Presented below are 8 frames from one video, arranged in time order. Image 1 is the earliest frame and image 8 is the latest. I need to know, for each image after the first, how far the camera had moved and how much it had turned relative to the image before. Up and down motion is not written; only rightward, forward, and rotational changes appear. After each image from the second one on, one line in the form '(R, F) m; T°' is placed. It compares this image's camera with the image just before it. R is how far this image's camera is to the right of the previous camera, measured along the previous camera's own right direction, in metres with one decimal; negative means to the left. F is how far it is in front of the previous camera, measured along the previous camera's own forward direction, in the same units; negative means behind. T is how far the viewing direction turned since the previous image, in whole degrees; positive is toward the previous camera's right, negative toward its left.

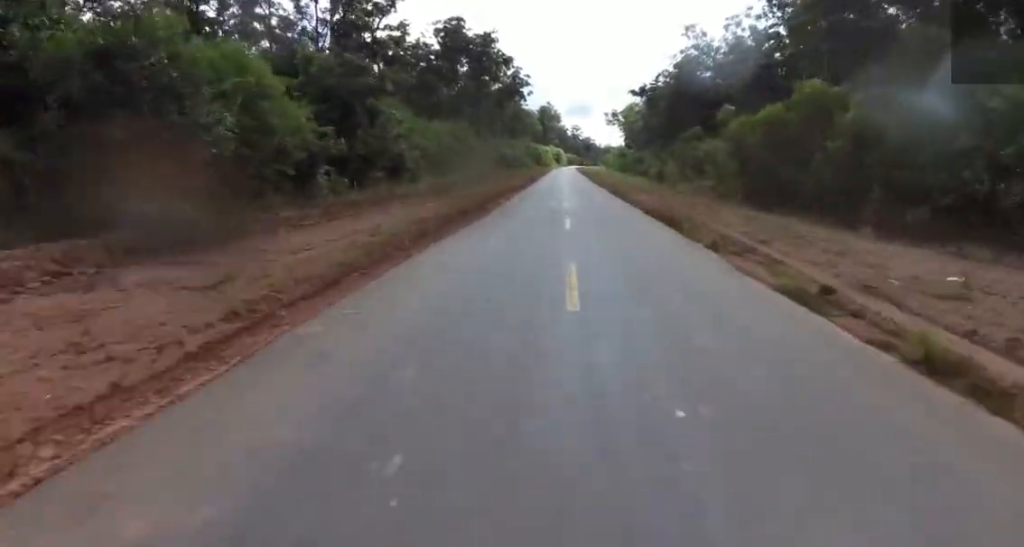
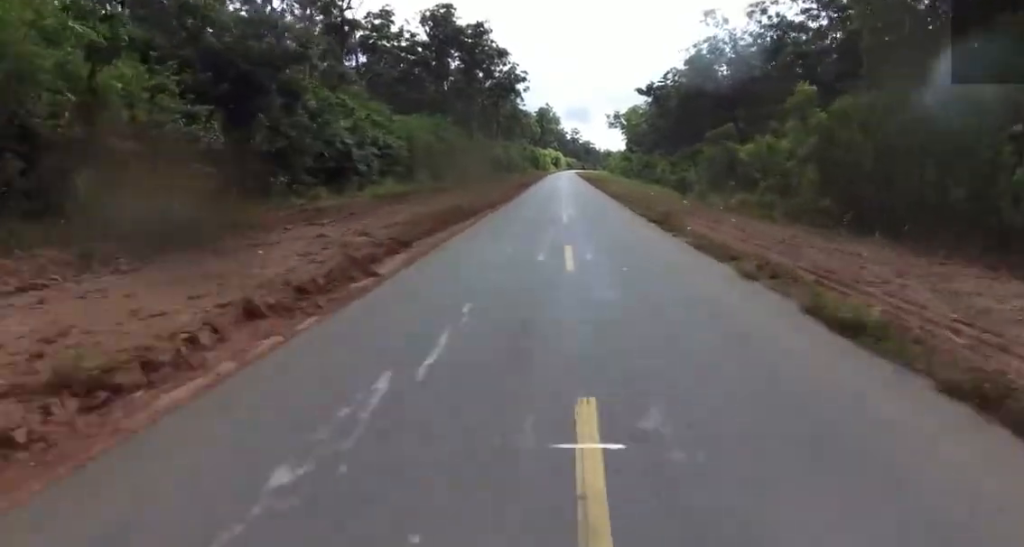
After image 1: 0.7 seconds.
(0.0, +14.3) m; +1°
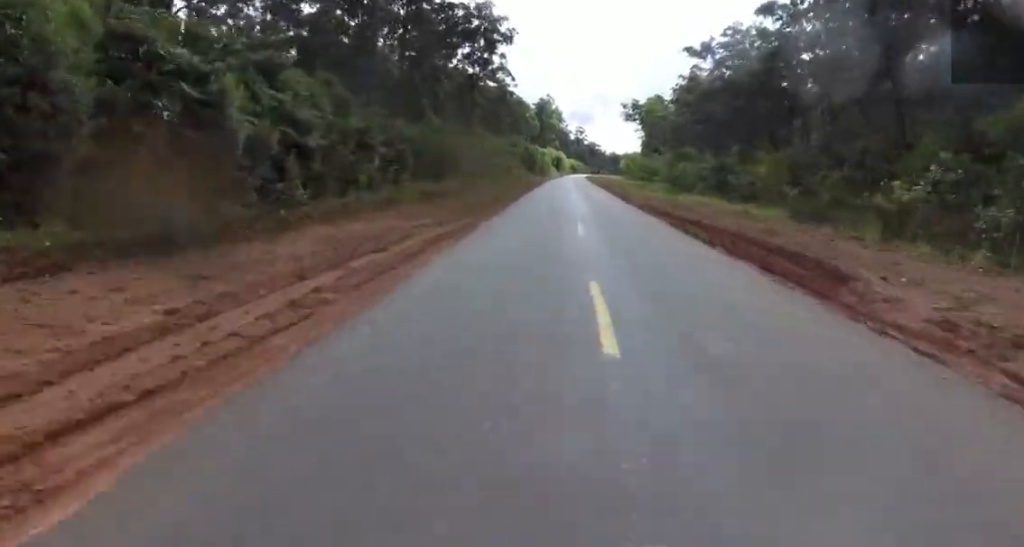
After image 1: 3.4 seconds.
(+2.5, +53.3) m; +4°
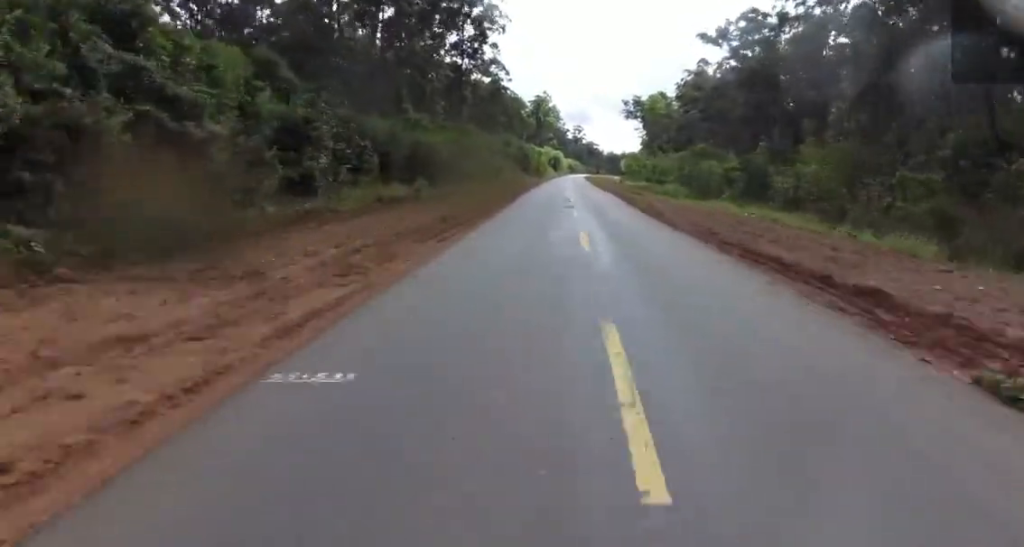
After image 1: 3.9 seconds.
(+0.2, +9.9) m; 0°
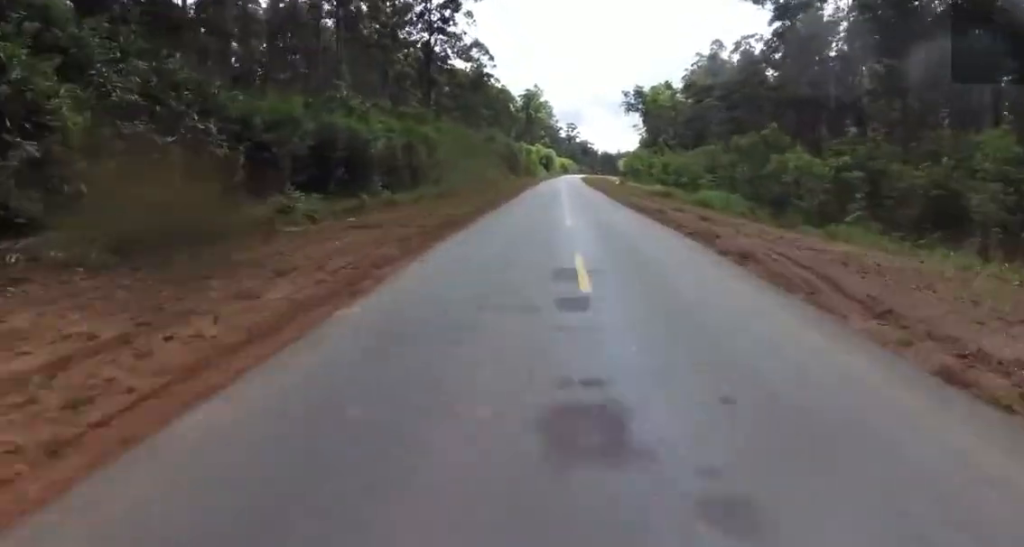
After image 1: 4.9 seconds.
(+0.6, +20.3) m; -1°
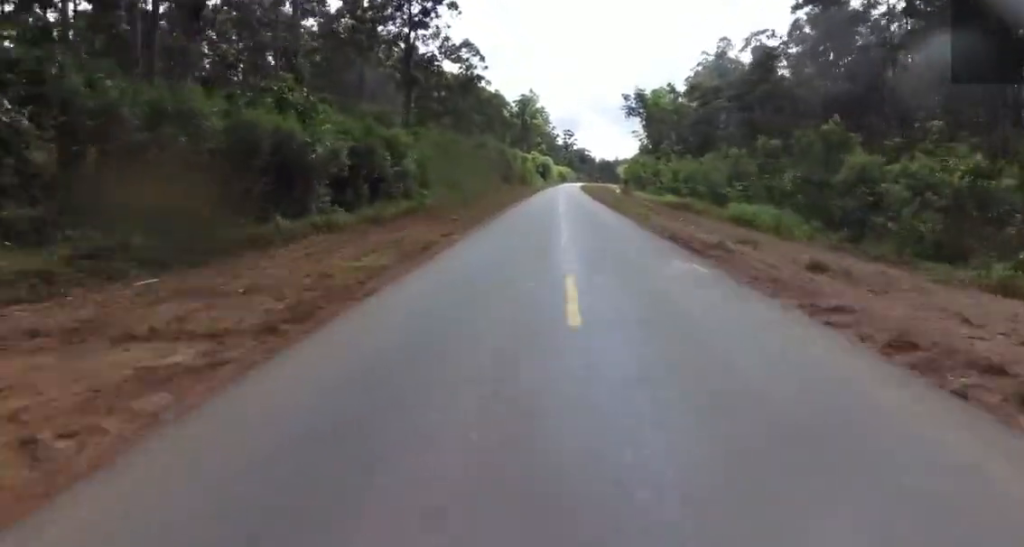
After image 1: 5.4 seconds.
(-0.6, +9.3) m; -1°
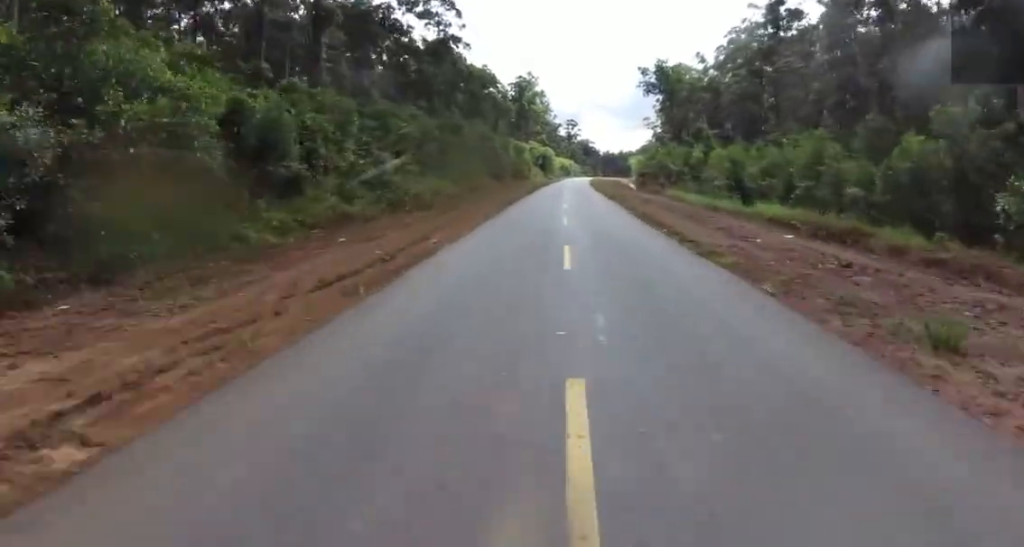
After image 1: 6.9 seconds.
(+0.5, +29.9) m; +1°
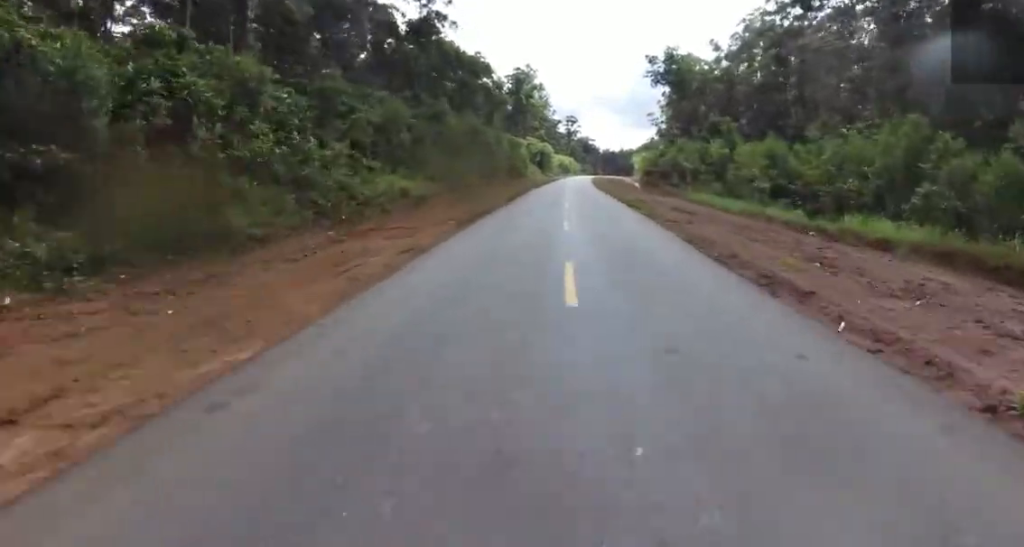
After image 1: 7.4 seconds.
(+0.1, +11.6) m; -1°
